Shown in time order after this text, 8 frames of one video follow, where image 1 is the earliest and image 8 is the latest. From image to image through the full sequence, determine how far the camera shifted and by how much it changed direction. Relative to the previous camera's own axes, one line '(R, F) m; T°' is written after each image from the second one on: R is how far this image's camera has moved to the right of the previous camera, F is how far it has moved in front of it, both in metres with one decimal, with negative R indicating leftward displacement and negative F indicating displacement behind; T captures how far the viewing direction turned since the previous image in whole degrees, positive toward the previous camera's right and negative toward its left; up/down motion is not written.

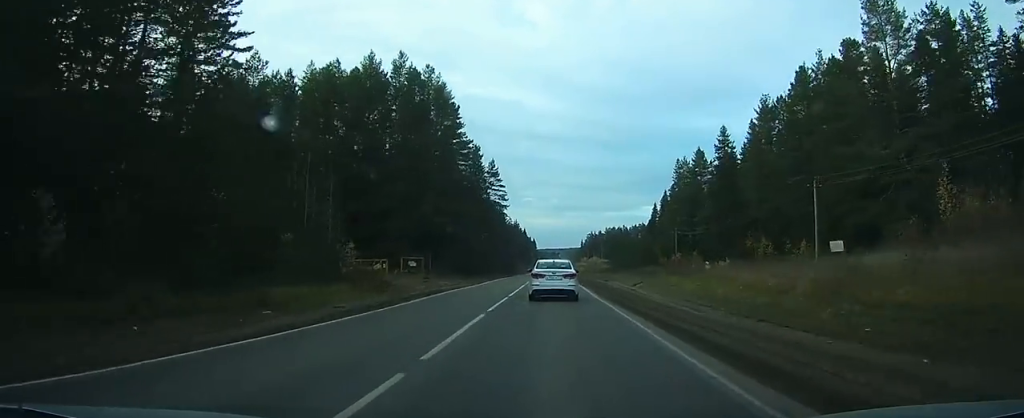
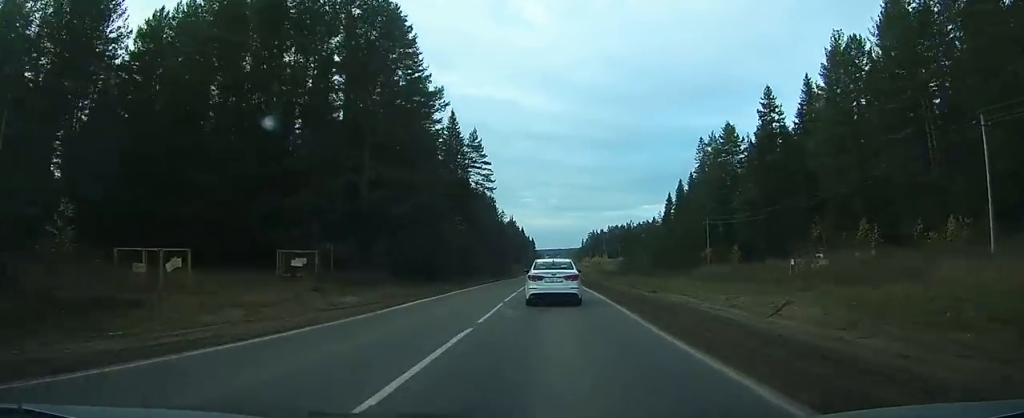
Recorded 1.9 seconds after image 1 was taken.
(-0.3, +28.0) m; -1°
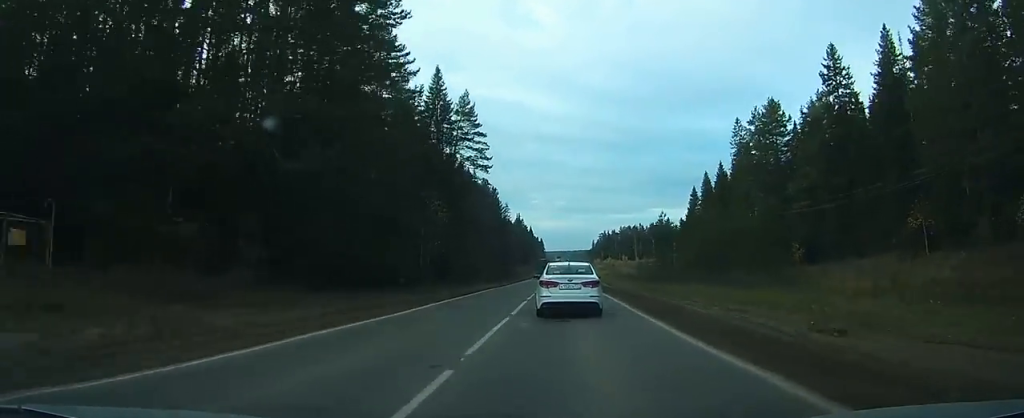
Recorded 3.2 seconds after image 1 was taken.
(-0.1, +19.8) m; 0°
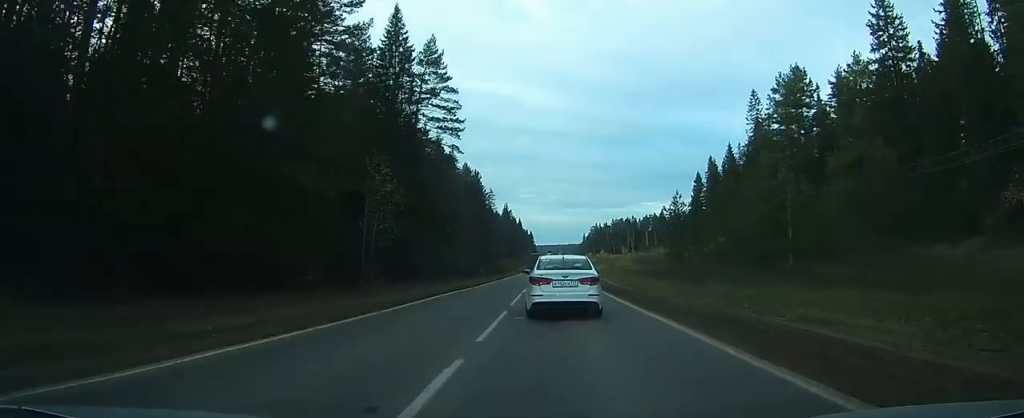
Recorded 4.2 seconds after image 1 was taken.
(0.0, +14.6) m; 0°
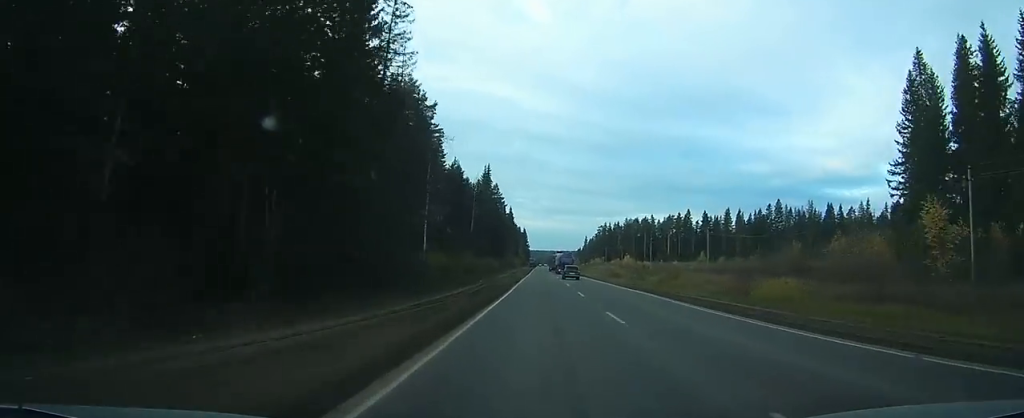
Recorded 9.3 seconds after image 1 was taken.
(-0.5, +84.9) m; 0°
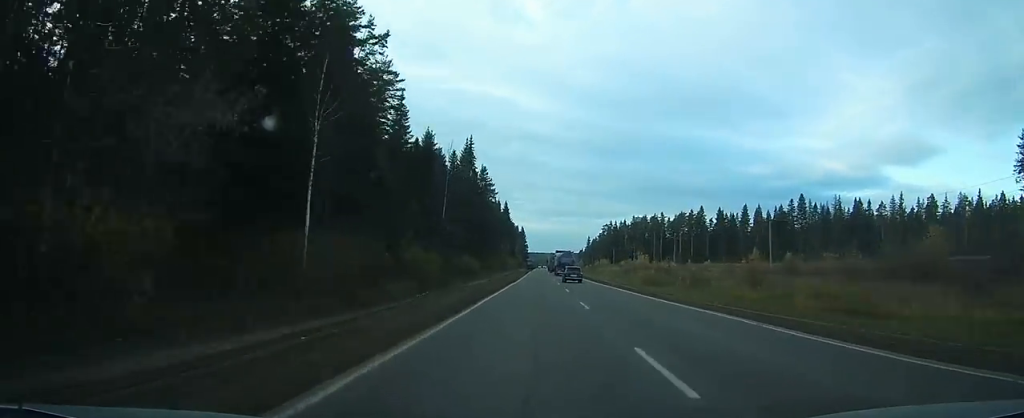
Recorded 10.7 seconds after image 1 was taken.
(+0.2, +28.7) m; +1°
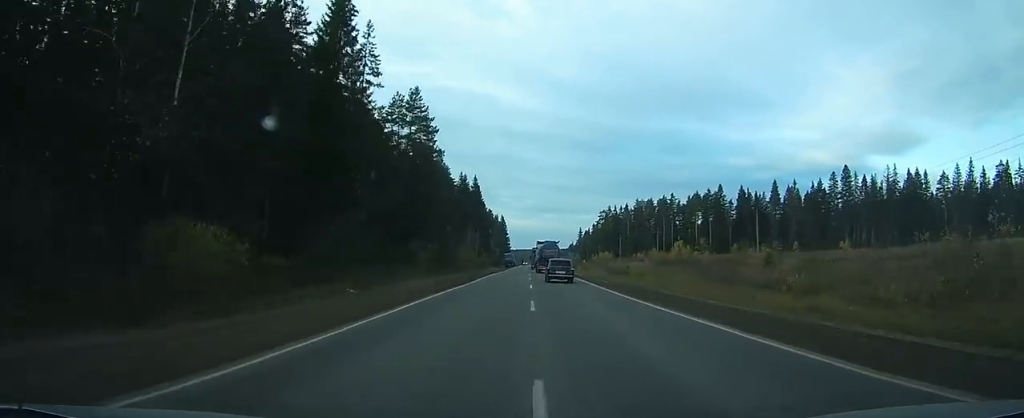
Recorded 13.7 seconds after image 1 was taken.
(+0.9, +61.5) m; +2°
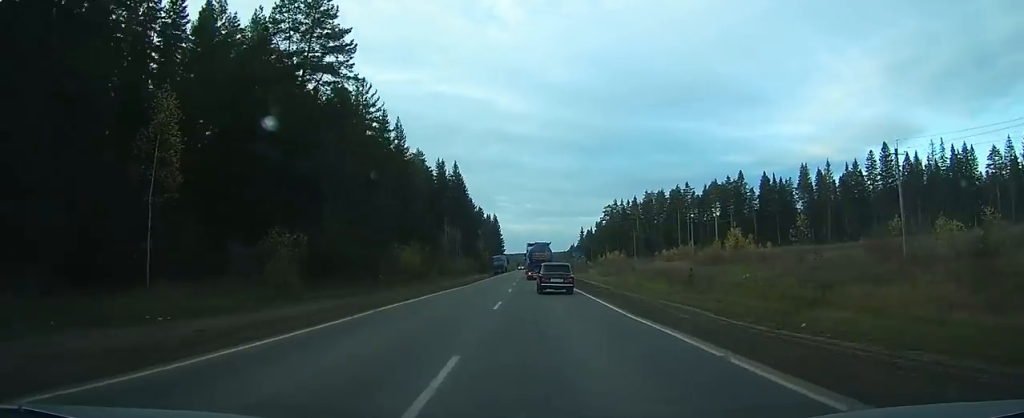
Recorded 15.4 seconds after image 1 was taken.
(+0.3, +35.9) m; 0°
